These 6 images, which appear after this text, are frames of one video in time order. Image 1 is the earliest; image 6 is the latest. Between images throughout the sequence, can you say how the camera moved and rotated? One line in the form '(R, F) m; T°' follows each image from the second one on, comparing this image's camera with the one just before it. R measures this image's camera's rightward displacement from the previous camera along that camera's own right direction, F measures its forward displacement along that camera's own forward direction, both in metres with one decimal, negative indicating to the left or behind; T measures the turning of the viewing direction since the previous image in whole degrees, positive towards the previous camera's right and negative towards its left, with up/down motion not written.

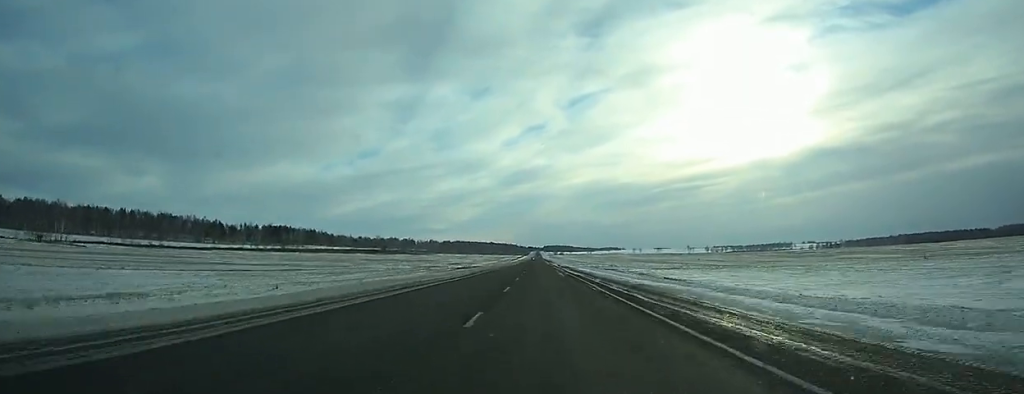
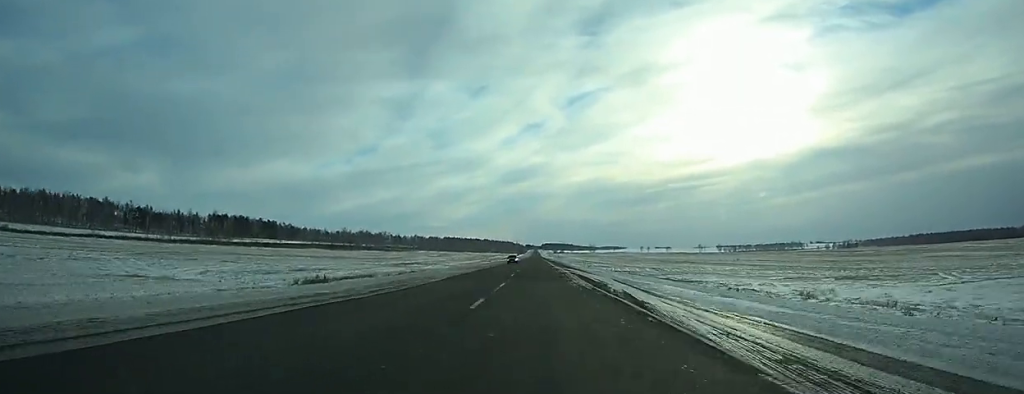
(+0.2, +114.7) m; 0°
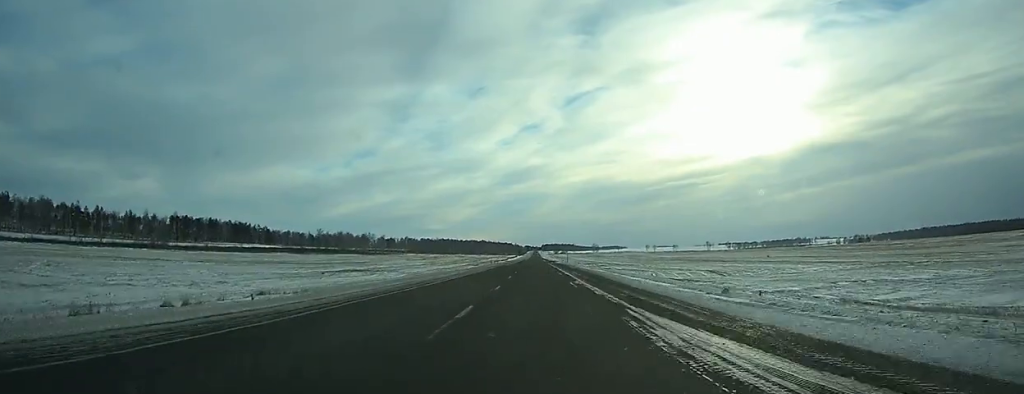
(+0.1, +61.0) m; 0°
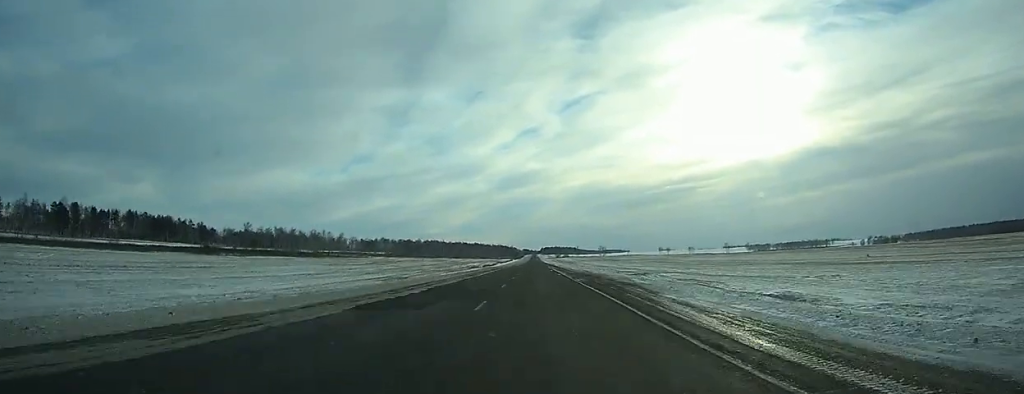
(-0.8, +122.2) m; 0°
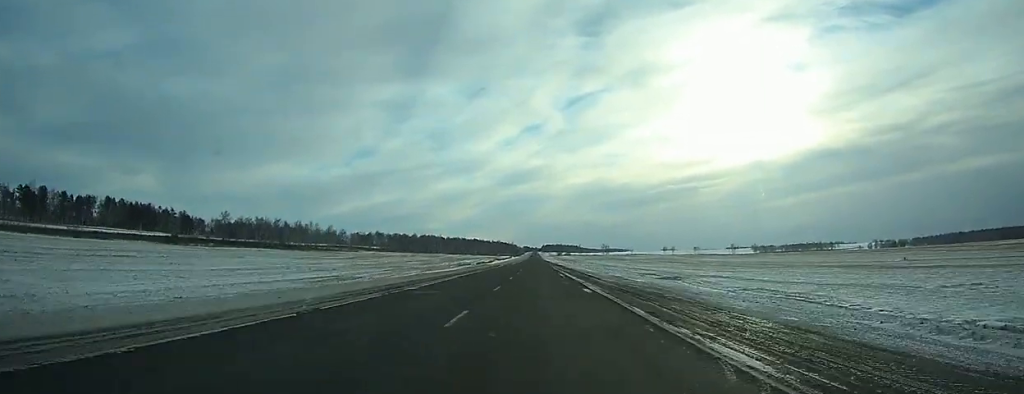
(0.0, +30.6) m; 0°
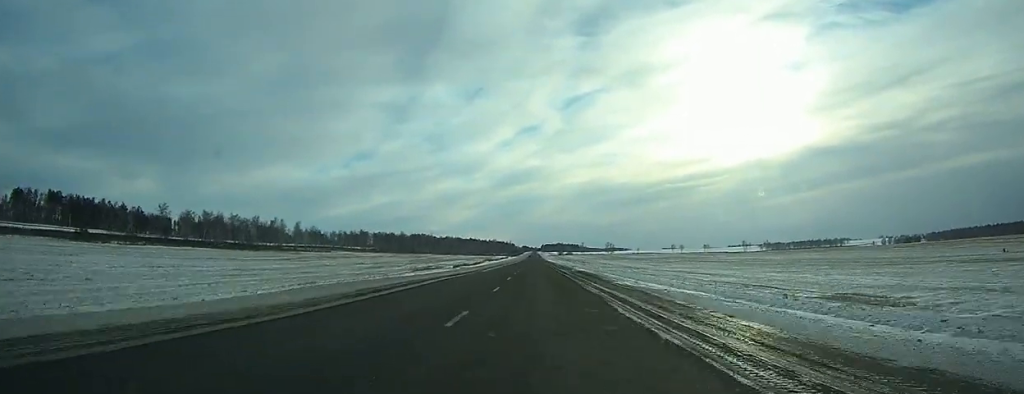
(+0.2, +62.5) m; 0°
